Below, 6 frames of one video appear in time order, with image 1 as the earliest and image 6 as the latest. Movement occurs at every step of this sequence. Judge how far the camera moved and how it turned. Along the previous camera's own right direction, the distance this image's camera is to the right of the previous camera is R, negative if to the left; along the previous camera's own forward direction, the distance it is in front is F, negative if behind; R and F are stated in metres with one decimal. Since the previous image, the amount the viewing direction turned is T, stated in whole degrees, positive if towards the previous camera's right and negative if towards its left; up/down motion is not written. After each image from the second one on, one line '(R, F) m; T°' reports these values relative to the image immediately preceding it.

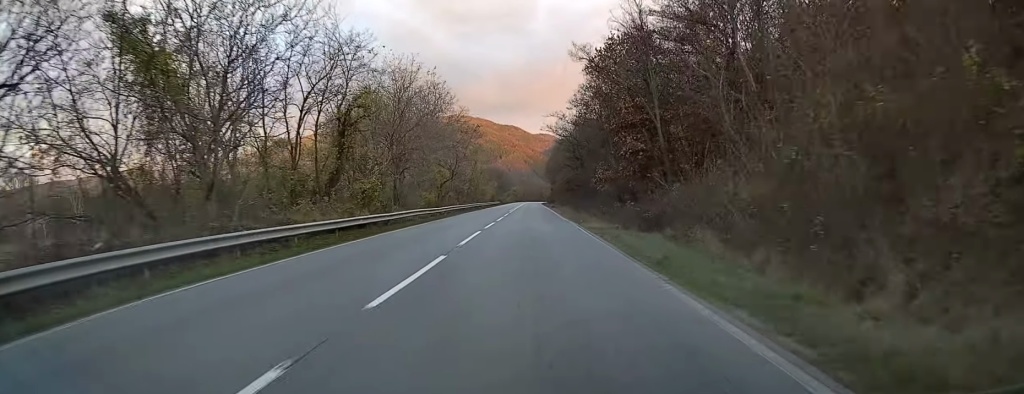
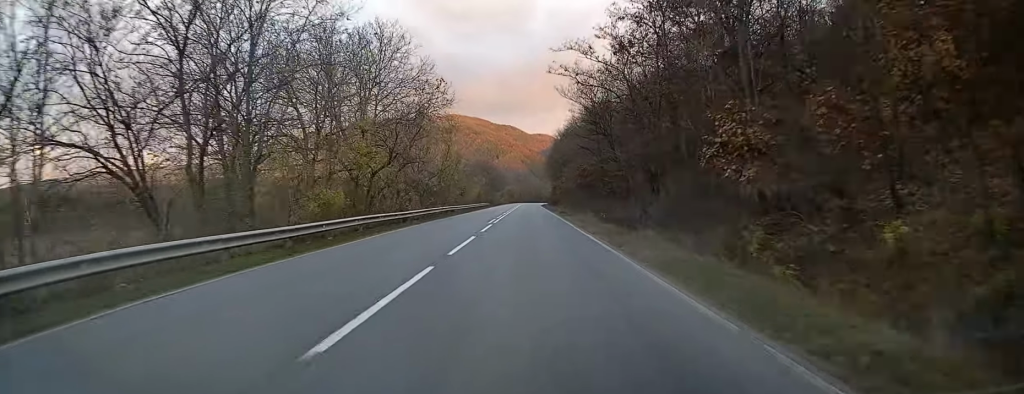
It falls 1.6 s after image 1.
(+0.1, +29.7) m; 0°
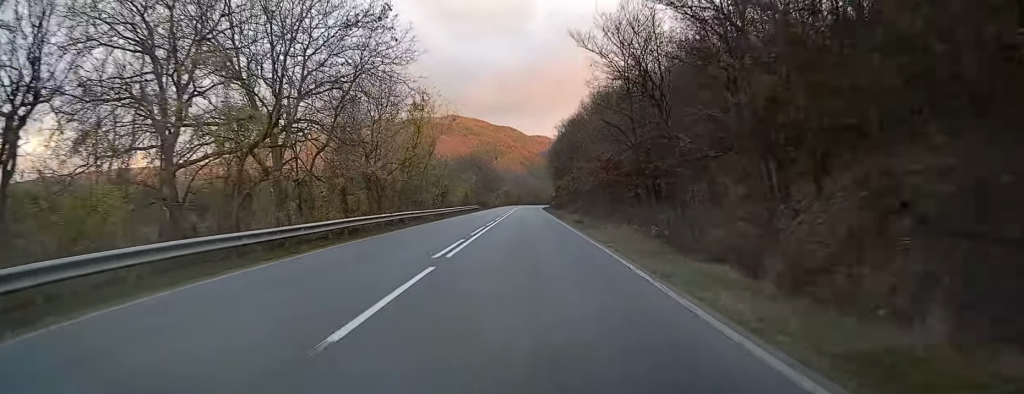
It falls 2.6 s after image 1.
(-0.1, +18.2) m; 0°
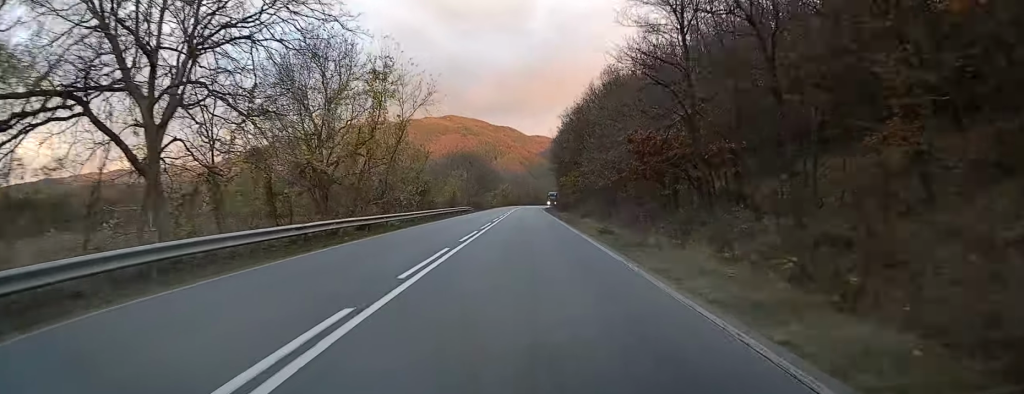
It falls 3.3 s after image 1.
(0.0, +12.8) m; 0°
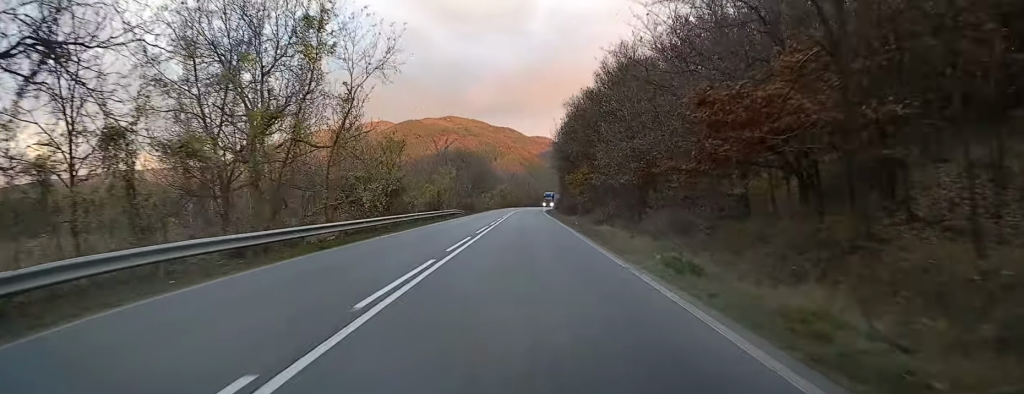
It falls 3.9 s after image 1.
(+0.1, +11.7) m; 0°
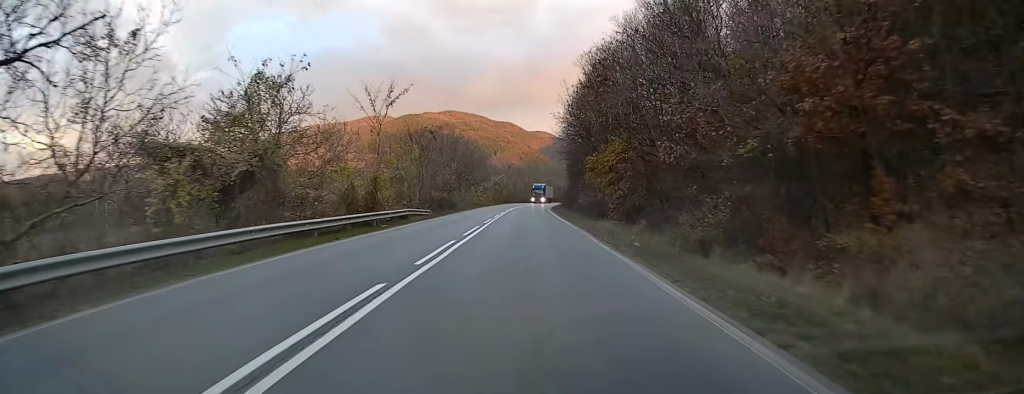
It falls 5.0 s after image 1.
(-0.1, +22.8) m; 0°
